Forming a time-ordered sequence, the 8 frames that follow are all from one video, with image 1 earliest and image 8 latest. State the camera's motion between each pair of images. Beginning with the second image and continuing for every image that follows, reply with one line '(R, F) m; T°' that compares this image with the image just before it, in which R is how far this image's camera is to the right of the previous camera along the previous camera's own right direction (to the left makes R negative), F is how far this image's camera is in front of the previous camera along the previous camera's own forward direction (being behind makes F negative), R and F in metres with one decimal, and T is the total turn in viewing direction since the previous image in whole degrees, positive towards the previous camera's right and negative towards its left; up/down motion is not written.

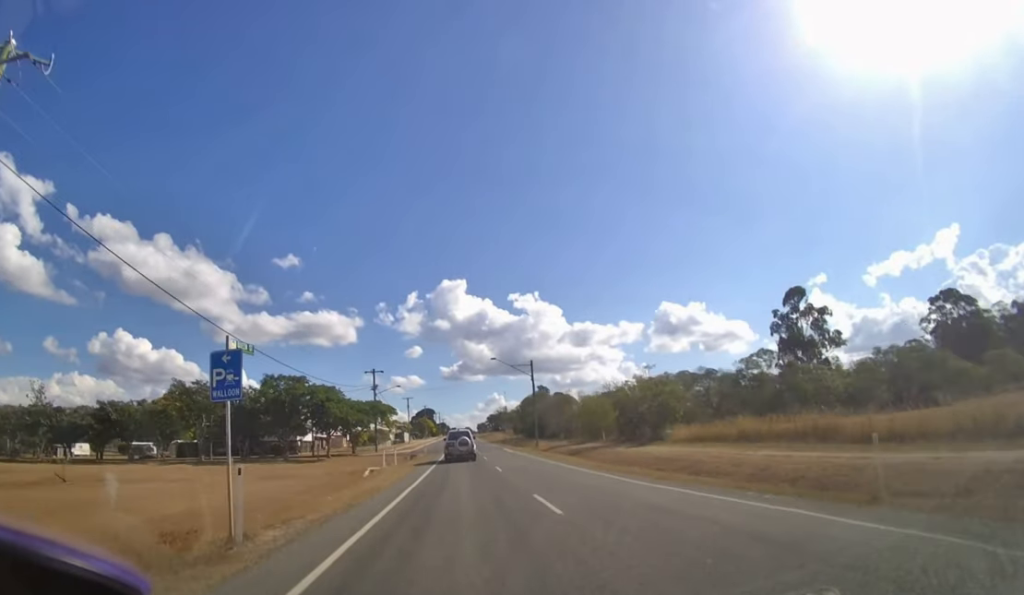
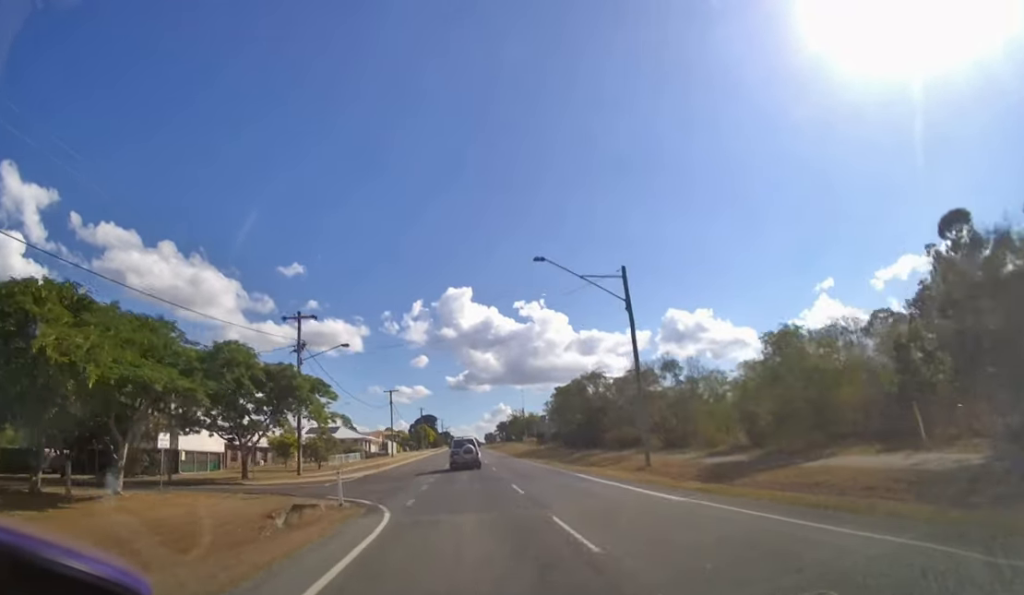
(0.0, +29.2) m; 0°
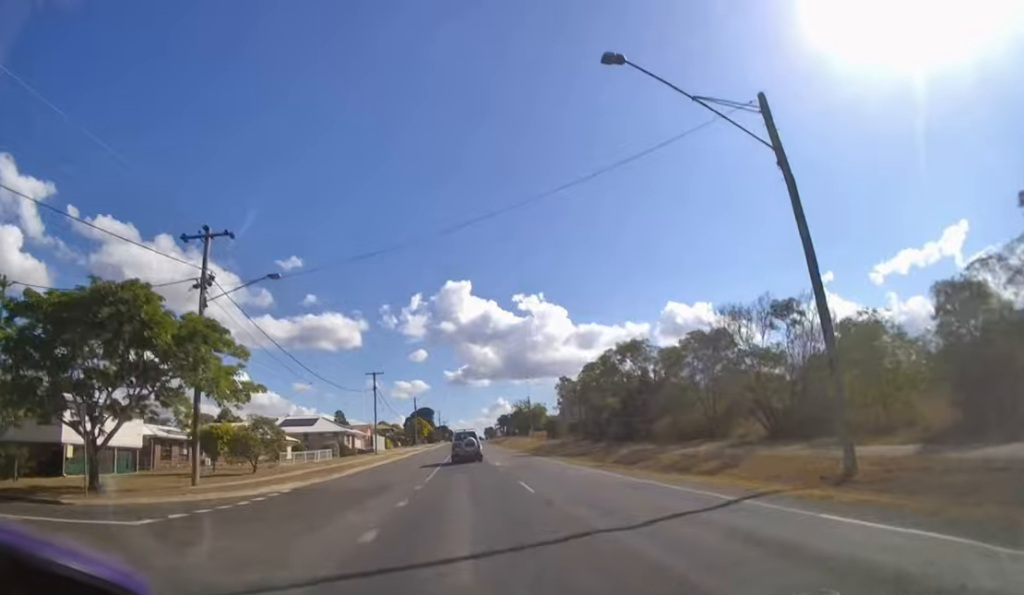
(0.0, +12.3) m; 0°
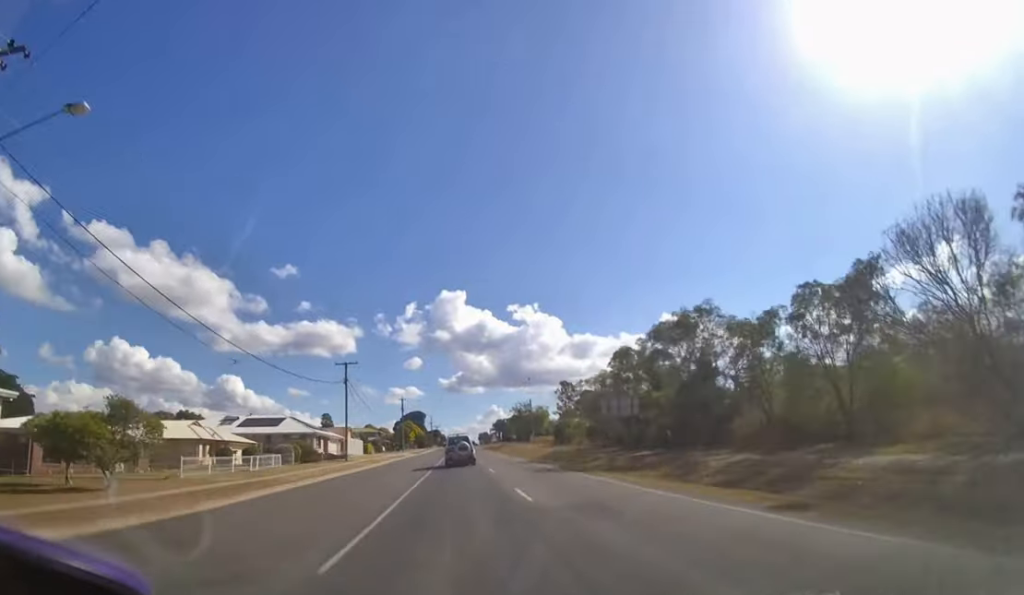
(0.0, +12.3) m; 0°
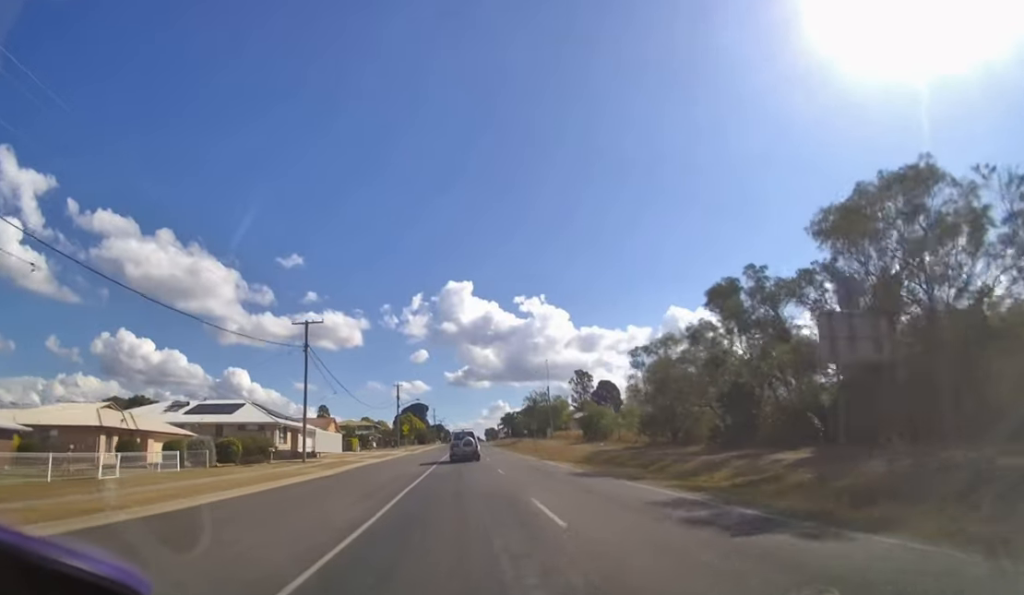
(0.0, +15.4) m; 0°
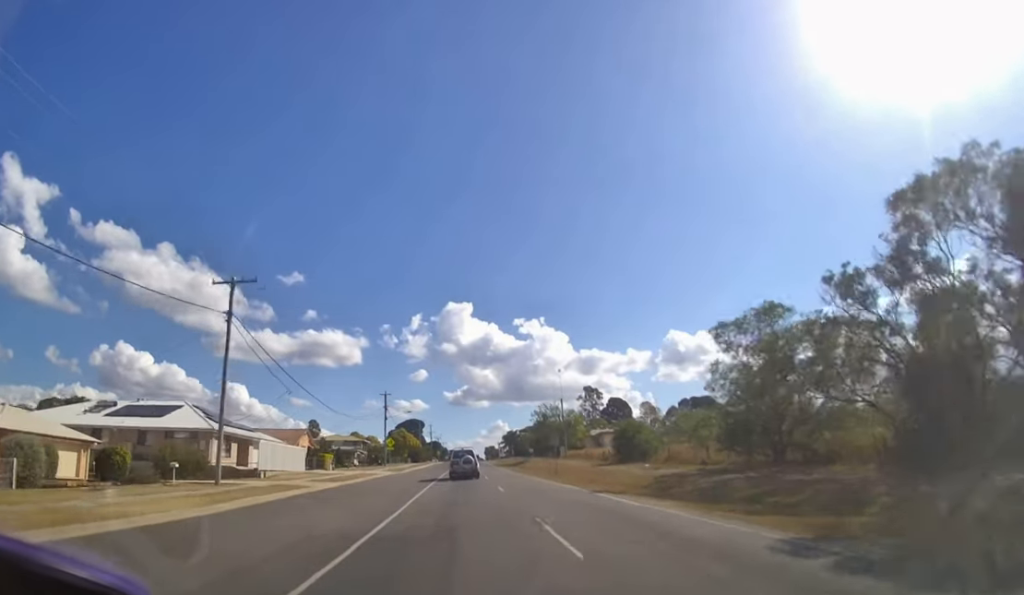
(0.0, +14.2) m; 0°
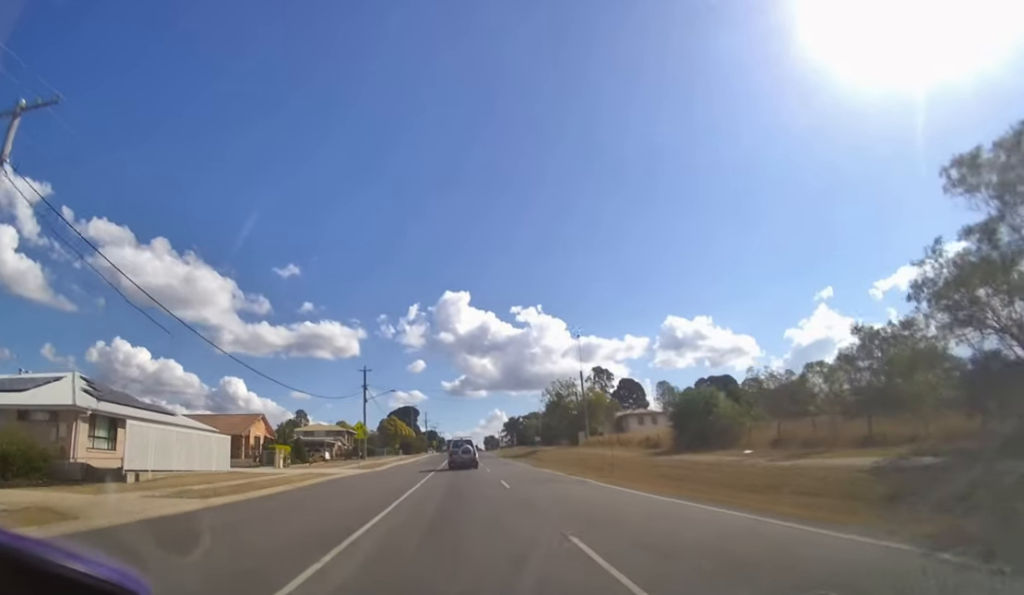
(0.0, +15.8) m; 0°
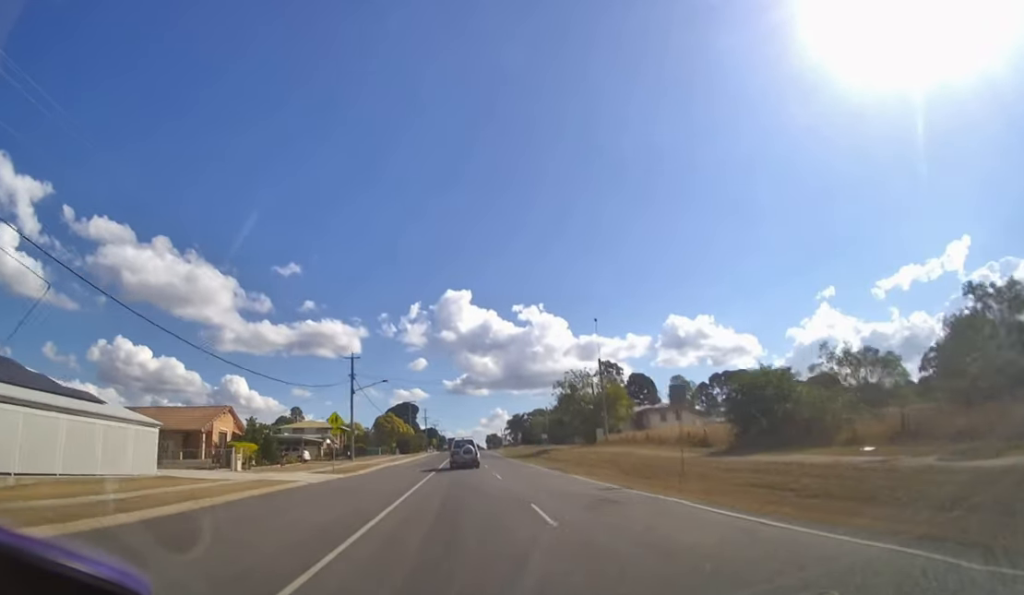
(0.0, +9.7) m; 0°
